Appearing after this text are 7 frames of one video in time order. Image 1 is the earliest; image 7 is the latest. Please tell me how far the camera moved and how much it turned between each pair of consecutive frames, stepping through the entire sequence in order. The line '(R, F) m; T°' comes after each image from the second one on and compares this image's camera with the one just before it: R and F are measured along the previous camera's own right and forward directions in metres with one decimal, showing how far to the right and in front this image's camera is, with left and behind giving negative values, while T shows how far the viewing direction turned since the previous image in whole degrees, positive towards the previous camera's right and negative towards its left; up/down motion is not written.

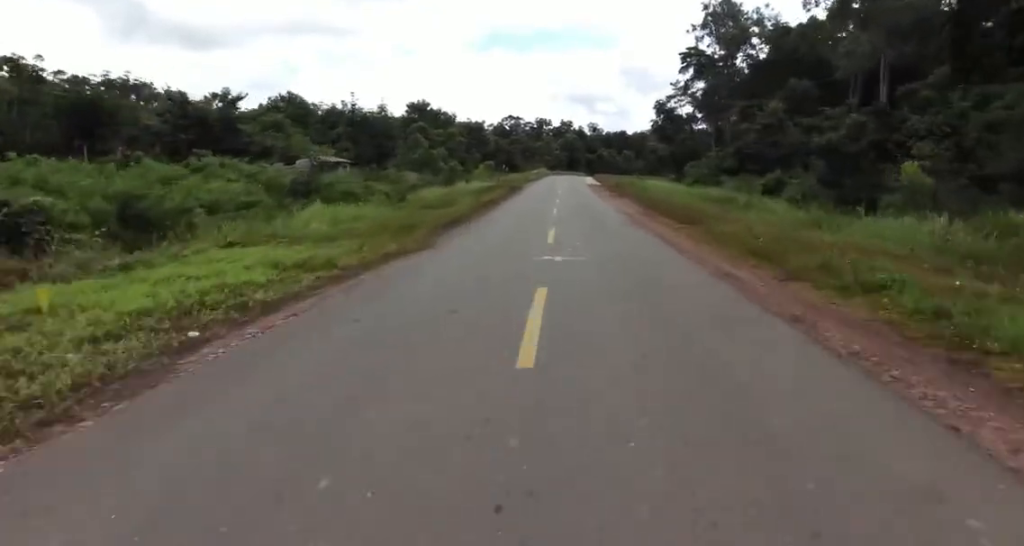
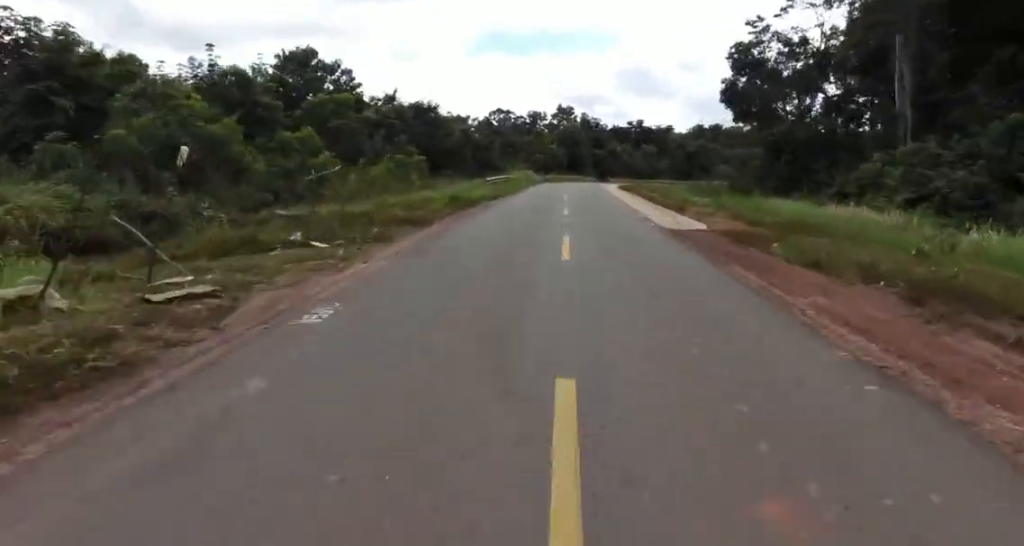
(-0.1, +43.9) m; 0°
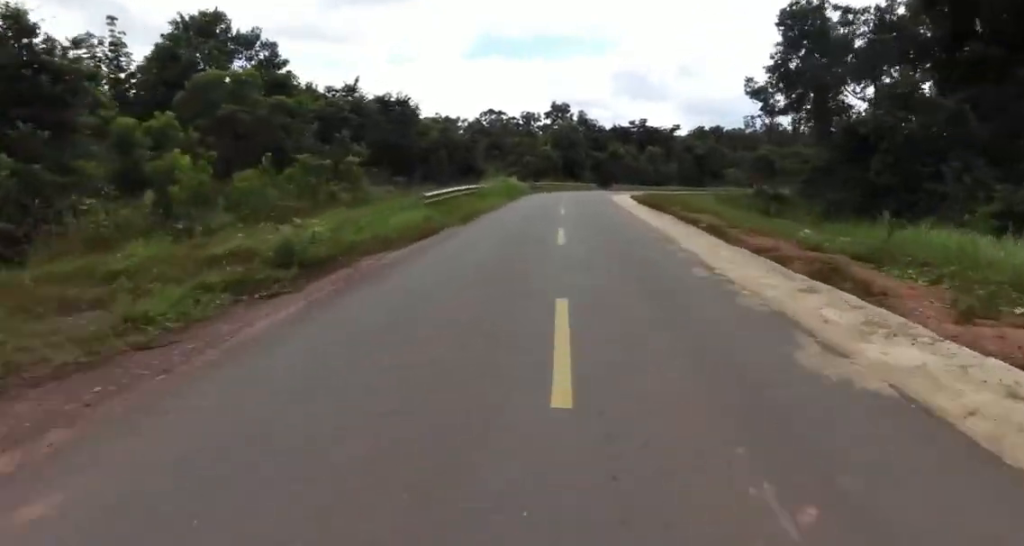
(0.0, +13.5) m; +1°
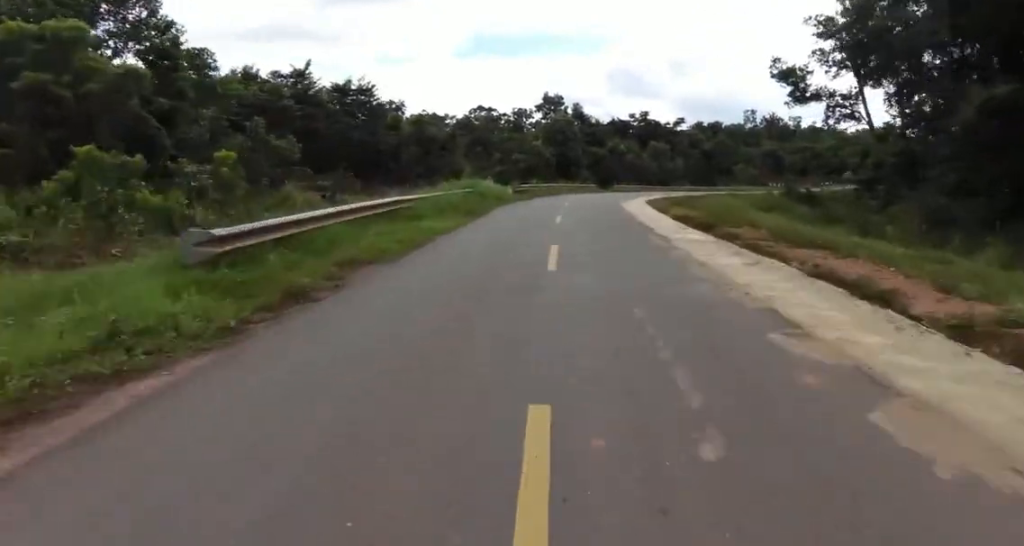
(-0.2, +10.2) m; +3°
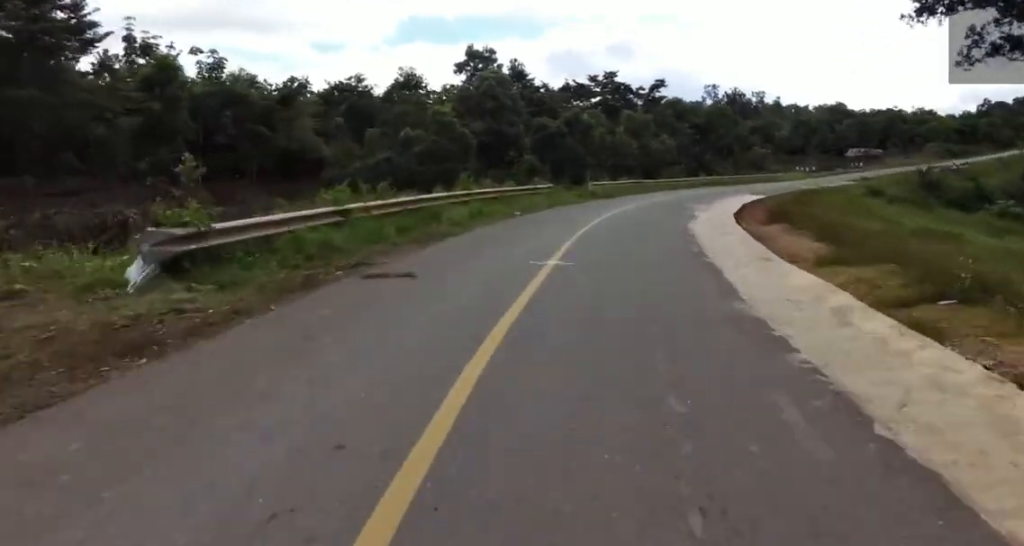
(+2.7, +30.0) m; +11°
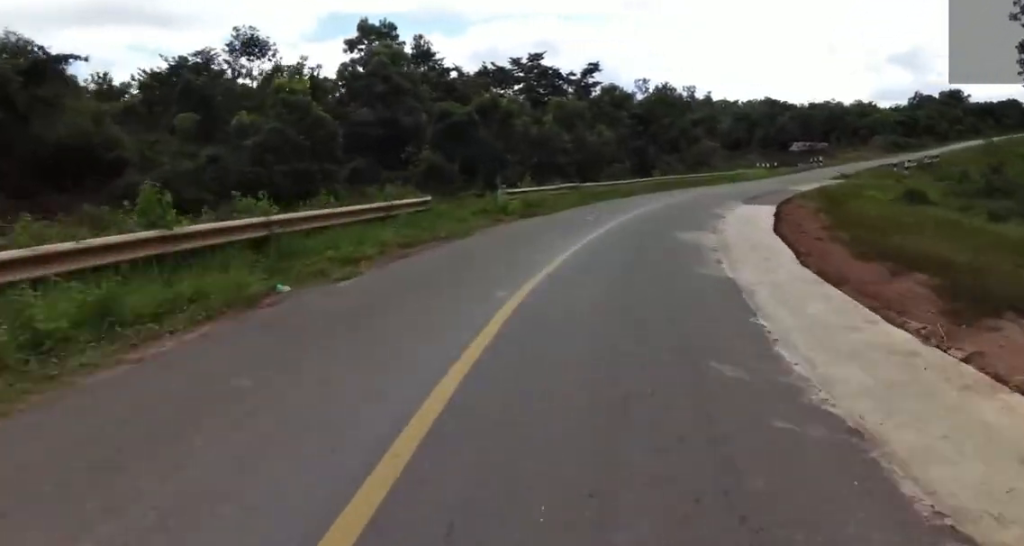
(+0.7, +11.1) m; +8°
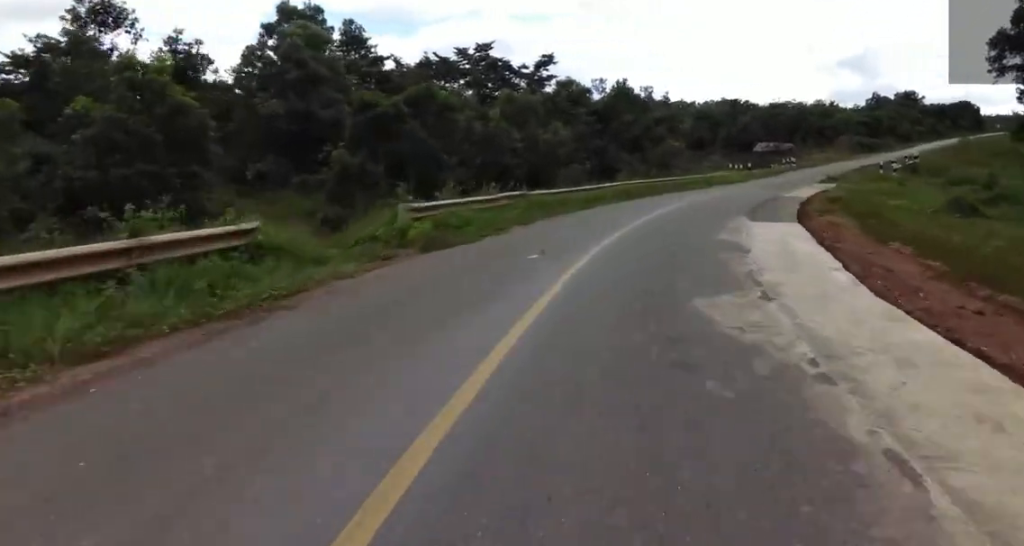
(-0.1, +6.3) m; +5°
